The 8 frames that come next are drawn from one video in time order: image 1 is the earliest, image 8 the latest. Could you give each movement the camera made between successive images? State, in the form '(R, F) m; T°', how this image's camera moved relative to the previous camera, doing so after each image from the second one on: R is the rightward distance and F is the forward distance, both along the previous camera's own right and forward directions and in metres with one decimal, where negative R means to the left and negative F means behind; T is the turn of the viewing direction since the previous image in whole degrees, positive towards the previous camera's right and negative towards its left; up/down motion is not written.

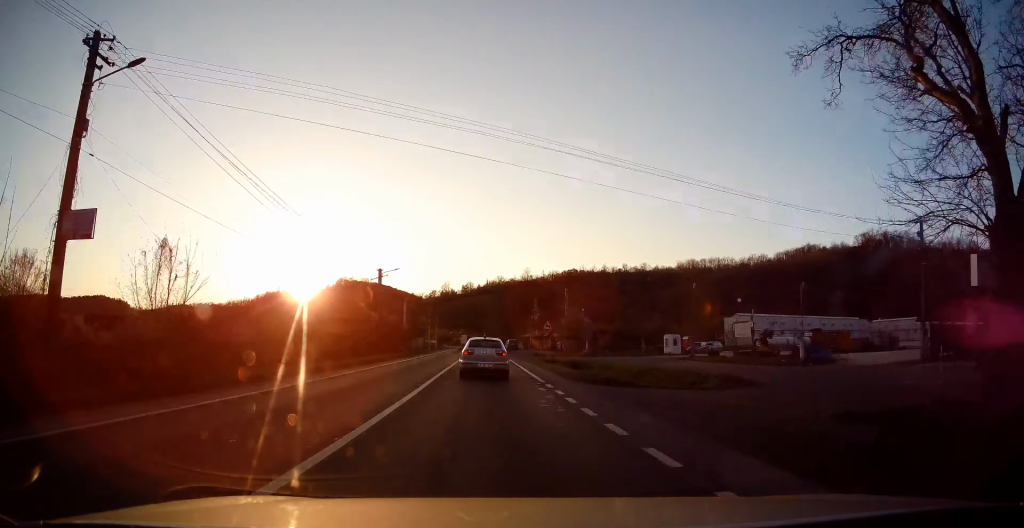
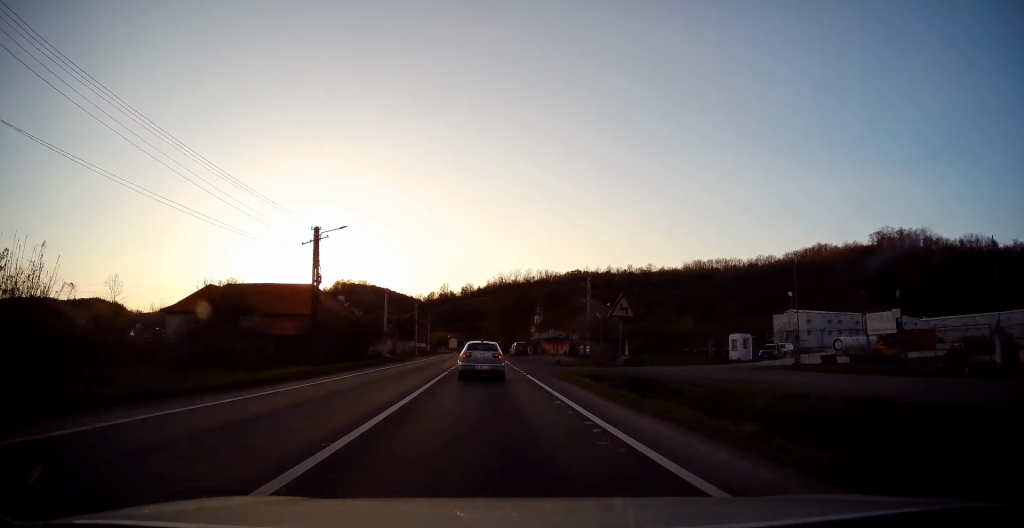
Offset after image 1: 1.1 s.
(-0.2, +18.5) m; -1°
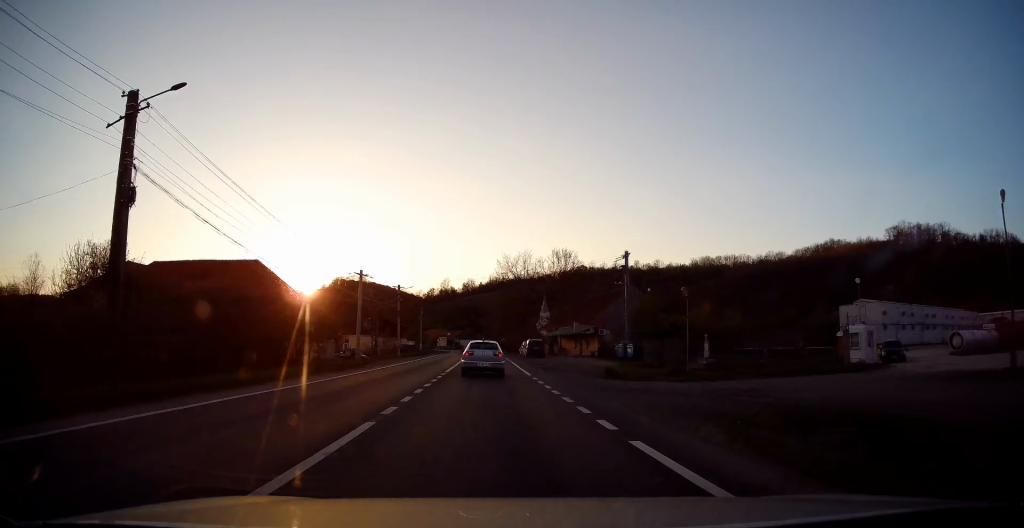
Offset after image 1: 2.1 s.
(0.0, +17.1) m; 0°
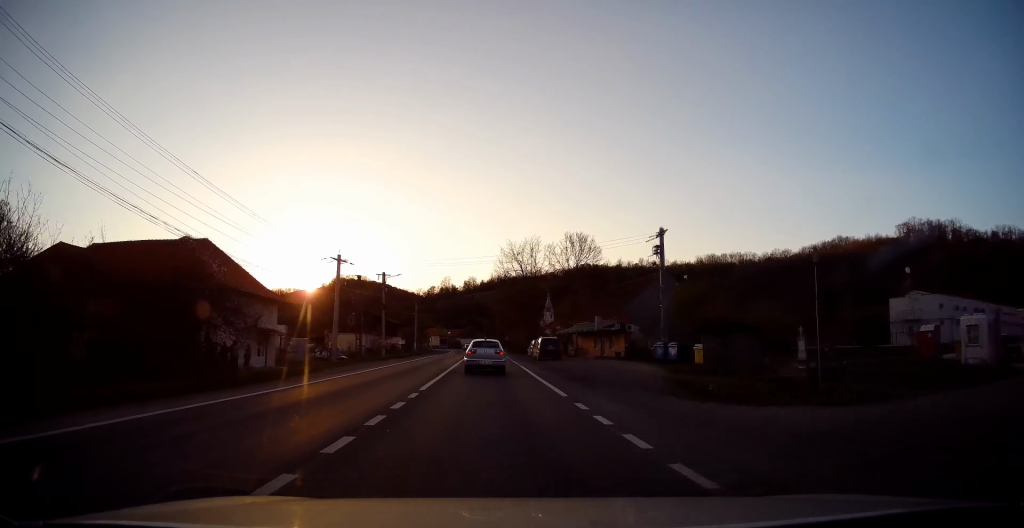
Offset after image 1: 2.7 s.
(0.0, +9.8) m; -1°
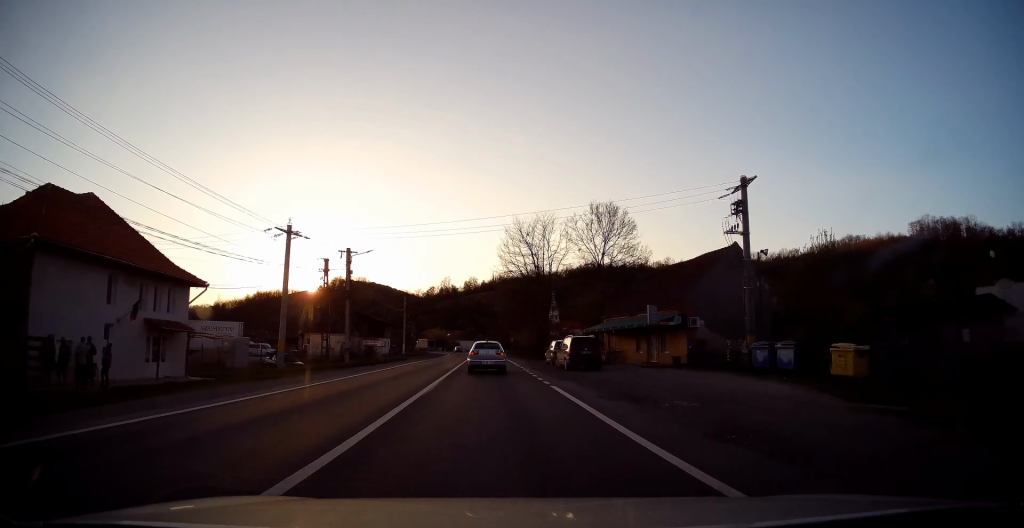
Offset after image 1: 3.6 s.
(-0.2, +13.4) m; 0°
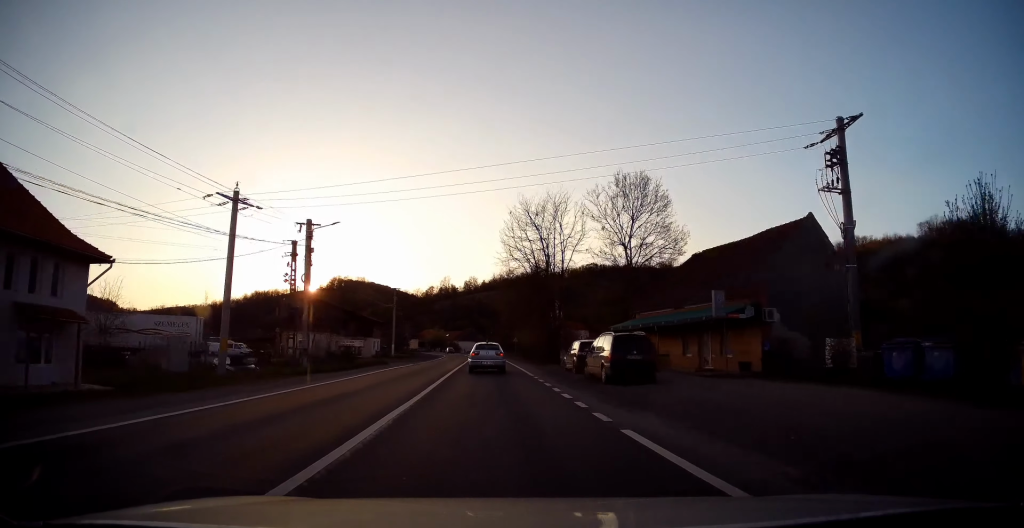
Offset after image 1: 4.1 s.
(-0.2, +8.5) m; 0°
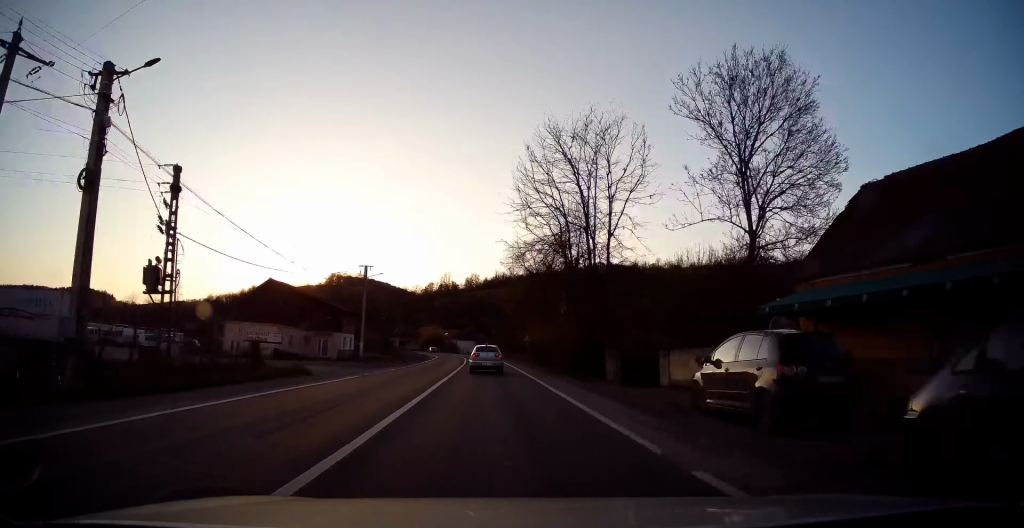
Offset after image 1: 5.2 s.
(+0.6, +17.1) m; 0°
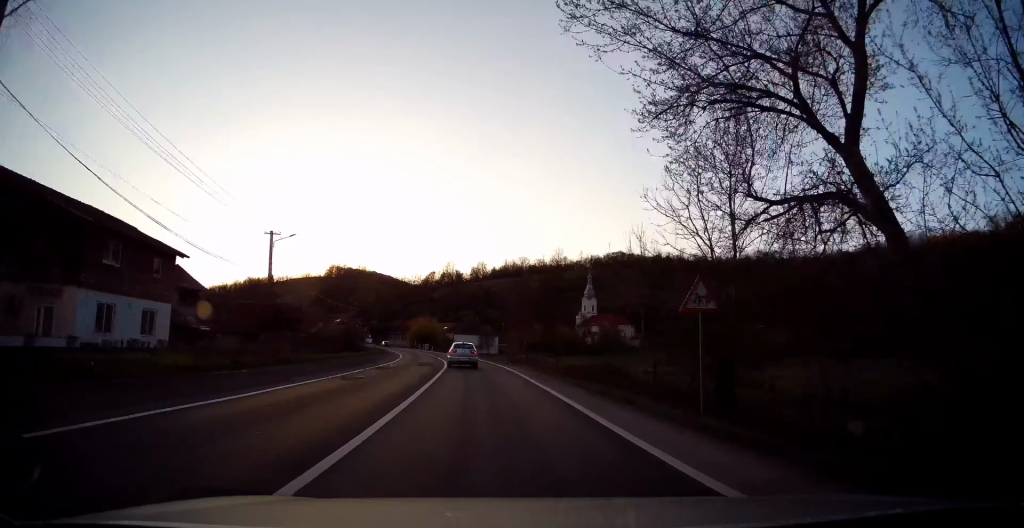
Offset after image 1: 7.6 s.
(-0.4, +39.8) m; 0°
